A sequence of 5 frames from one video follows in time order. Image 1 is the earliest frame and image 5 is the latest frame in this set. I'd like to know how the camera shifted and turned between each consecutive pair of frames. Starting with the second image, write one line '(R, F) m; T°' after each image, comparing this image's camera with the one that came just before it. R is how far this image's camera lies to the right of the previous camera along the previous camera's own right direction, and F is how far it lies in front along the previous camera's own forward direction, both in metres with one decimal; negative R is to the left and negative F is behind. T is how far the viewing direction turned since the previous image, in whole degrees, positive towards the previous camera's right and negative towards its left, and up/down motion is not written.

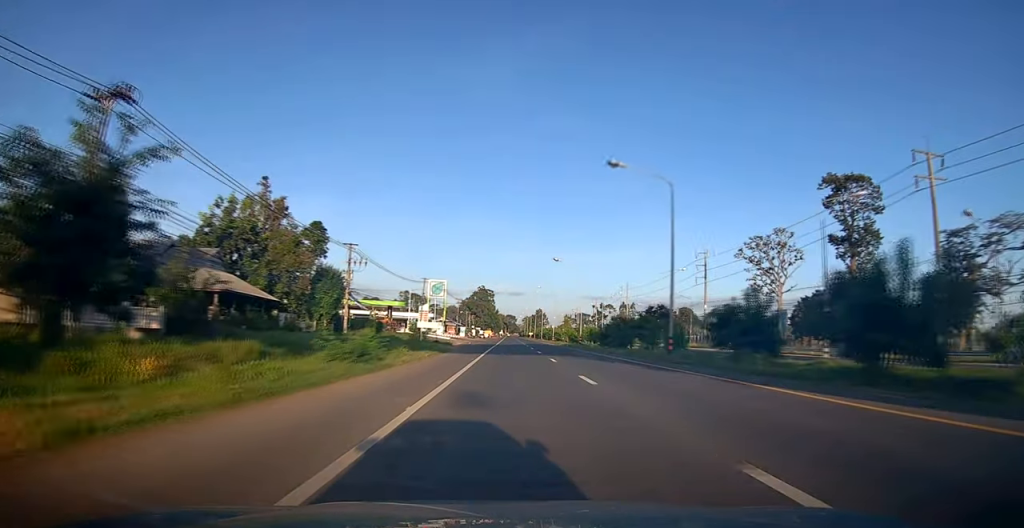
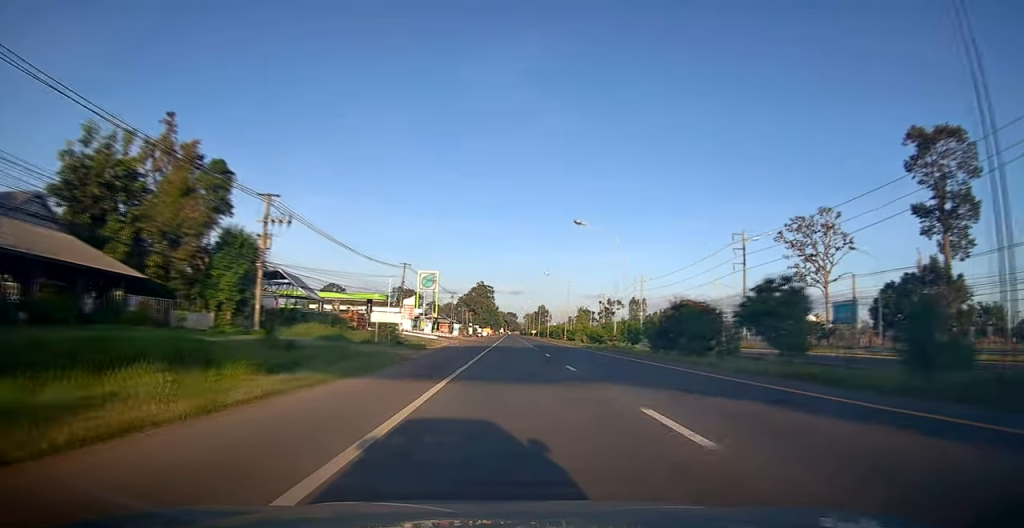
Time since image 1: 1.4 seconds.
(+0.1, +20.1) m; 0°
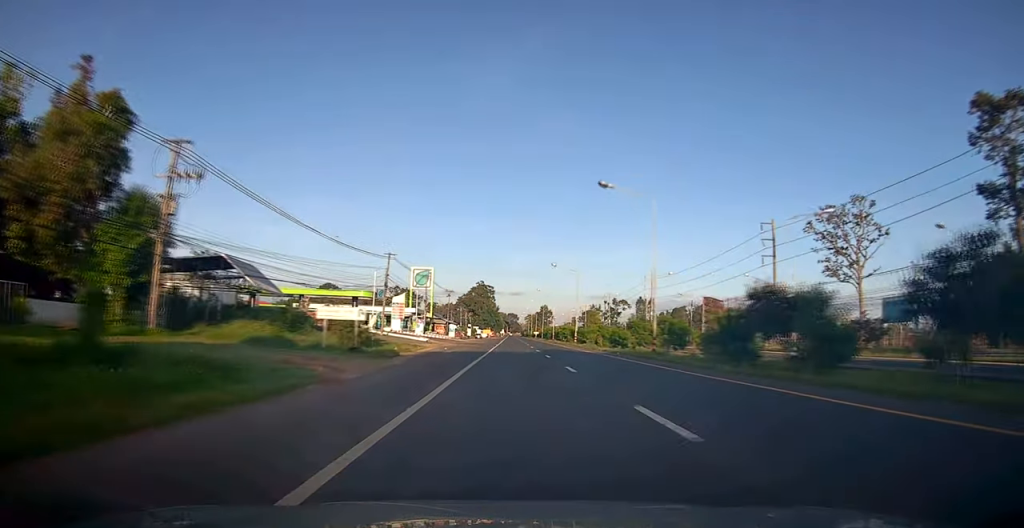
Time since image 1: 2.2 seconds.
(0.0, +11.6) m; -1°
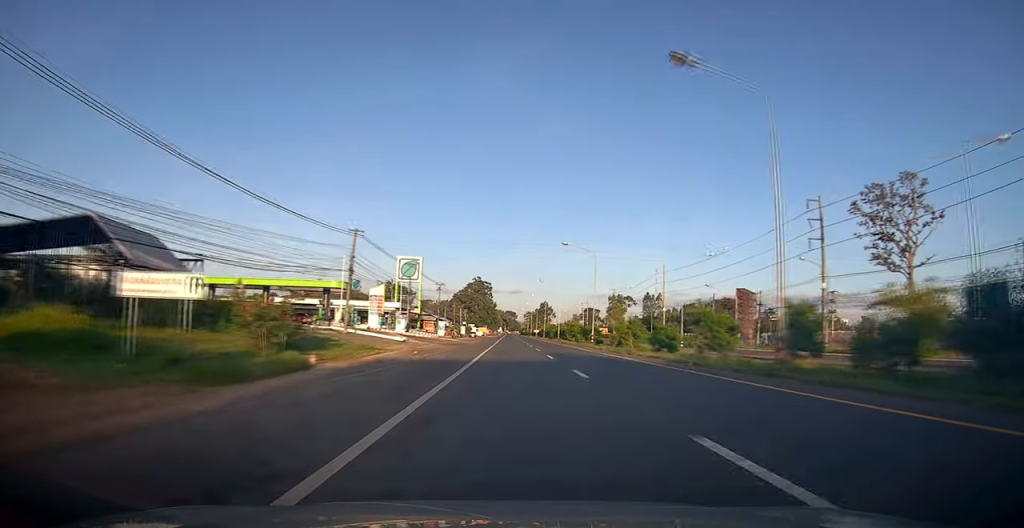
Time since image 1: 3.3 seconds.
(-0.1, +15.4) m; 0°
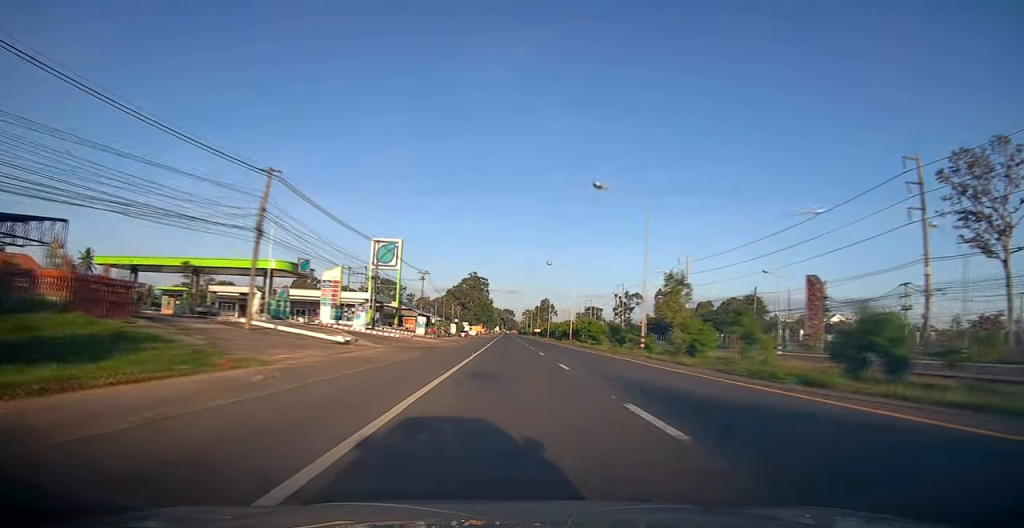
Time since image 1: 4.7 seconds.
(+0.2, +21.2) m; +1°
